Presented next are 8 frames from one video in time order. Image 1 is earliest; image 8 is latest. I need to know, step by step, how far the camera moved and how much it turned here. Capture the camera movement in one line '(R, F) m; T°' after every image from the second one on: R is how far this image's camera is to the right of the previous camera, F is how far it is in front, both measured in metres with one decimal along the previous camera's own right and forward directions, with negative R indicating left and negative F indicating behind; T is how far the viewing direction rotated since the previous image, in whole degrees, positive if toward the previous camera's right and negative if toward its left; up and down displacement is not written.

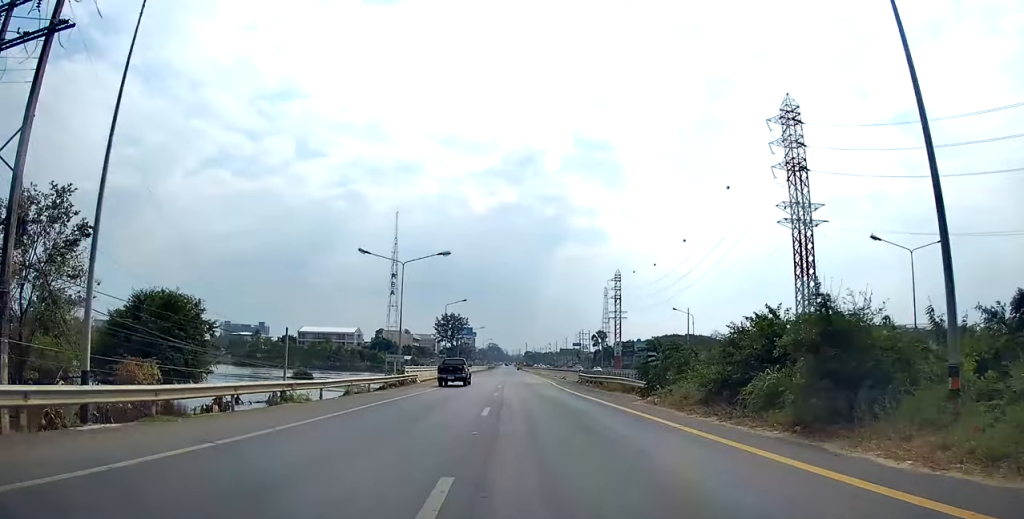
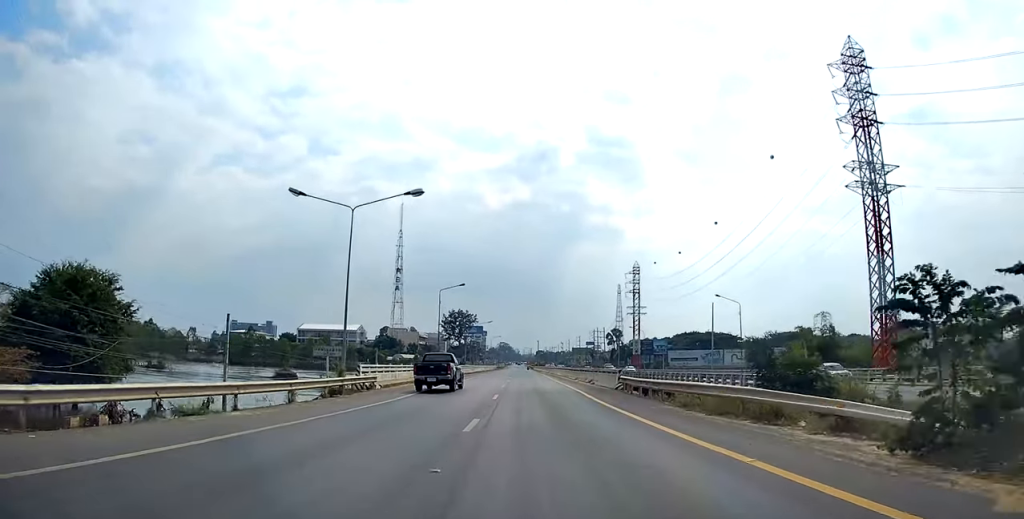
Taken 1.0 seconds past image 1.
(-0.1, +16.5) m; 0°
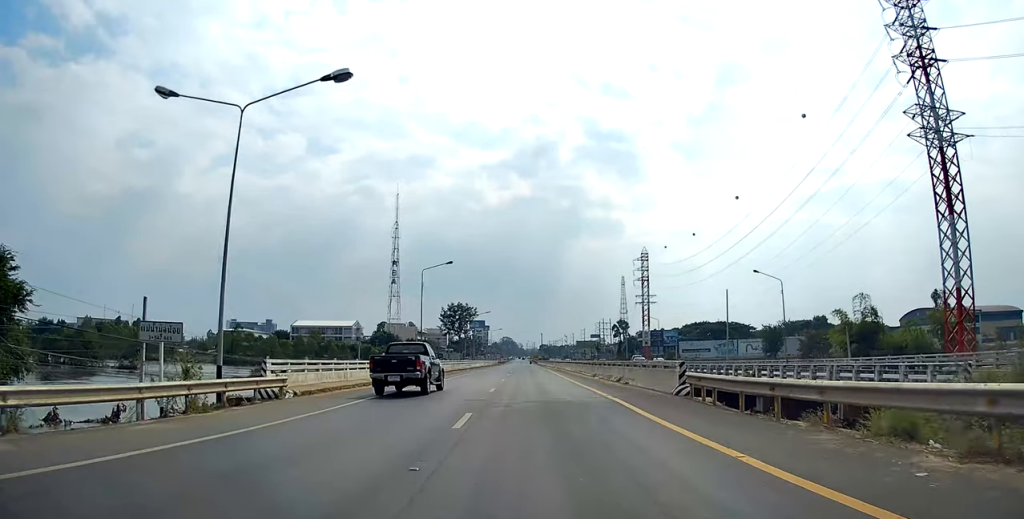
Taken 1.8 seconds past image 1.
(0.0, +12.6) m; 0°
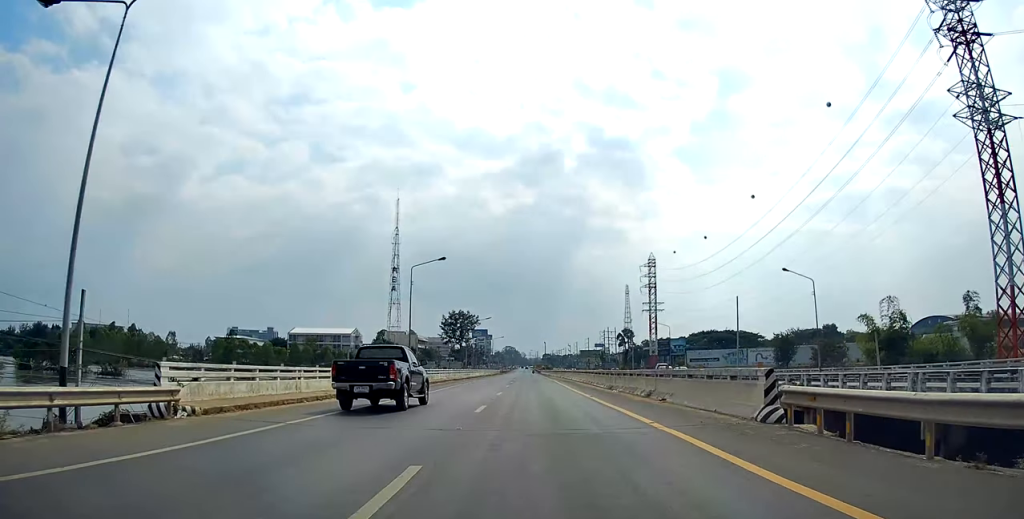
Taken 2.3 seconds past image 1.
(0.0, +7.2) m; 0°
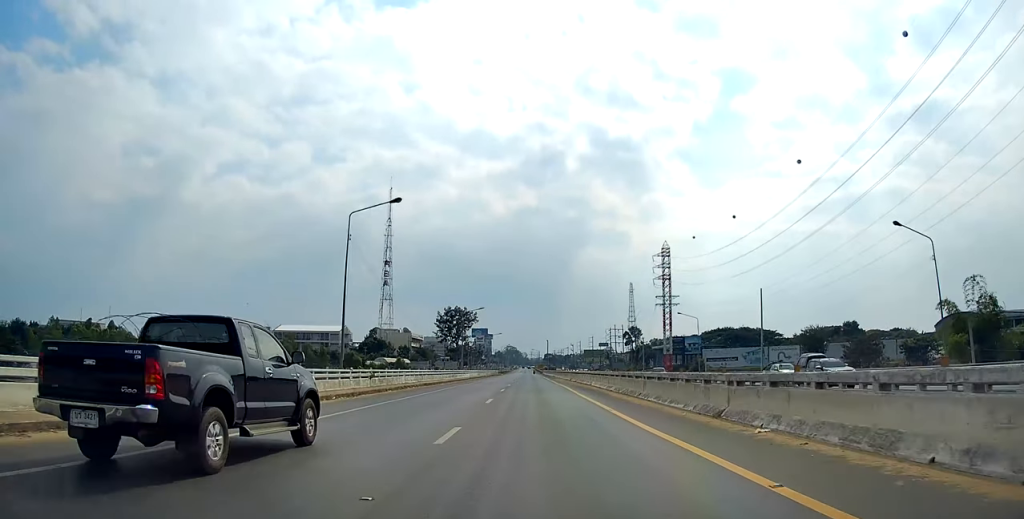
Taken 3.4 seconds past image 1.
(0.0, +18.7) m; 0°
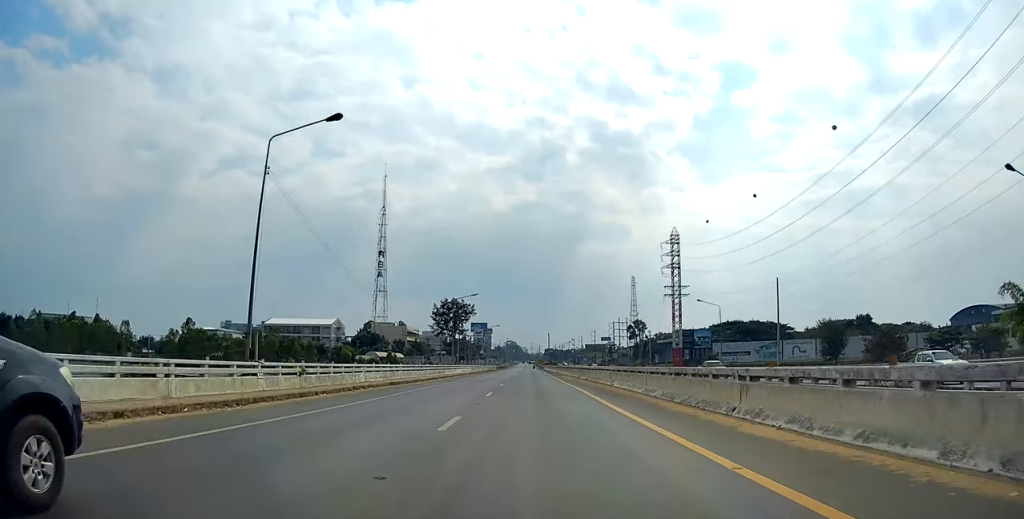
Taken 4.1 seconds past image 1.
(0.0, +11.2) m; -2°
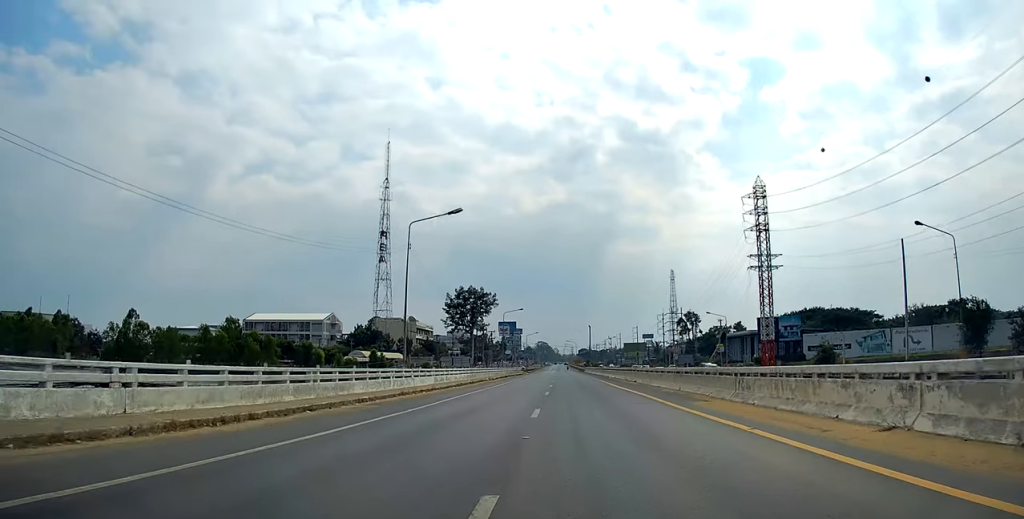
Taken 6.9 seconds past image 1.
(-1.0, +44.3) m; -2°
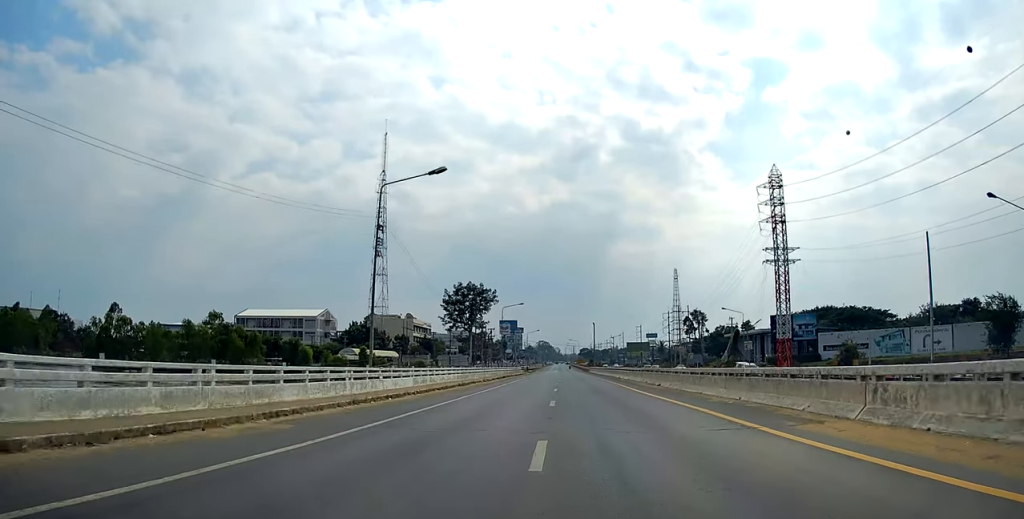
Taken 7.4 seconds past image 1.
(-0.2, +7.5) m; -1°
